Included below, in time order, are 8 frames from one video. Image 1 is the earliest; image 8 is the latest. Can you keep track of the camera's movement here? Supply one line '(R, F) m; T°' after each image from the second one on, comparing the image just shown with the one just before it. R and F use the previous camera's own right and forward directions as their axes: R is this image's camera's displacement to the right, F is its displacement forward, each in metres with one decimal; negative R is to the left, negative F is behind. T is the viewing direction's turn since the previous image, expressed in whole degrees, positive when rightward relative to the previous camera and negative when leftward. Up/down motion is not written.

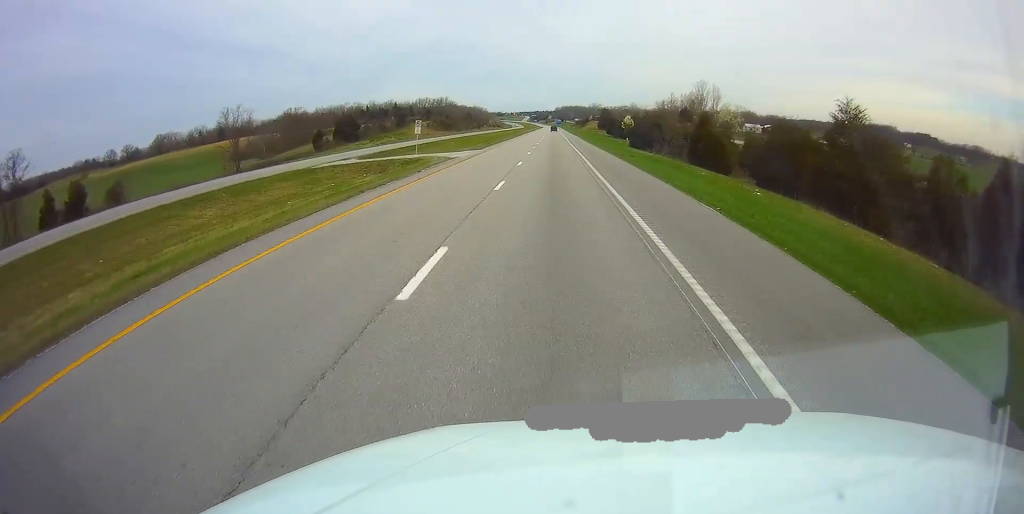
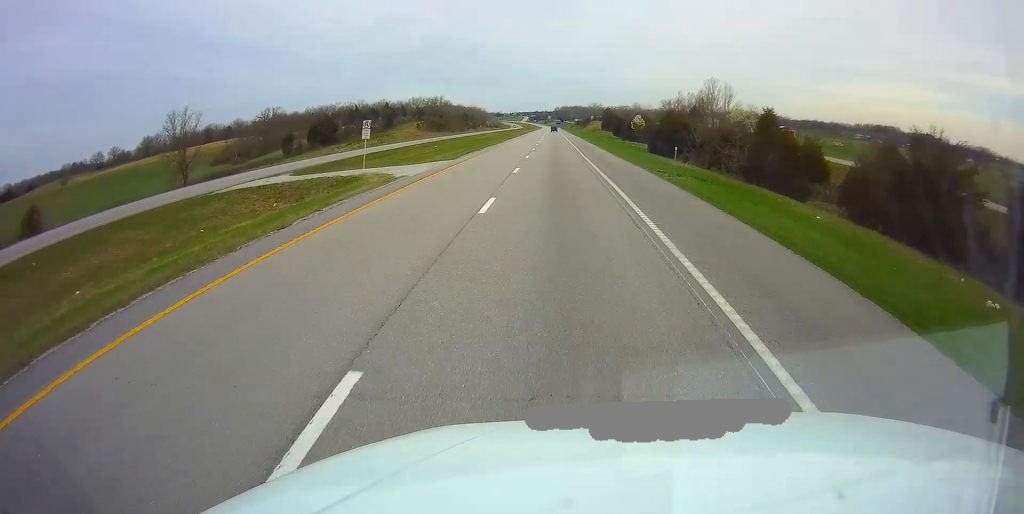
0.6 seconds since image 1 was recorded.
(+0.1, +16.9) m; 0°
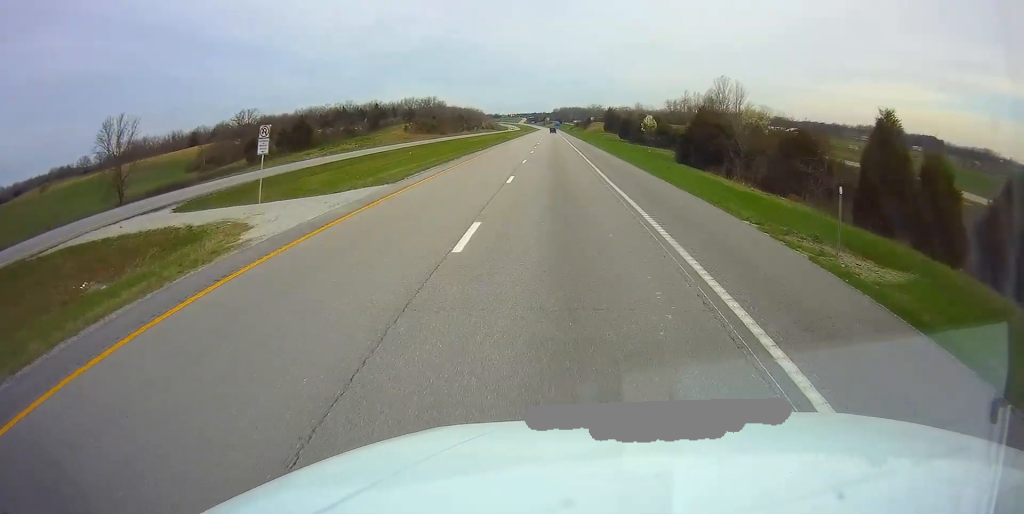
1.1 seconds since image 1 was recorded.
(+0.1, +16.0) m; 0°
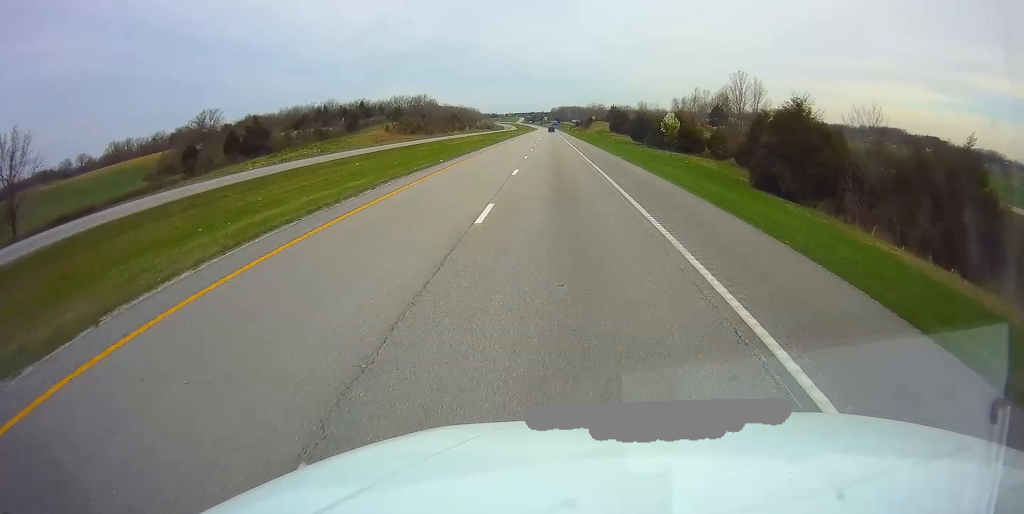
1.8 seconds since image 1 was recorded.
(0.0, +21.2) m; 0°
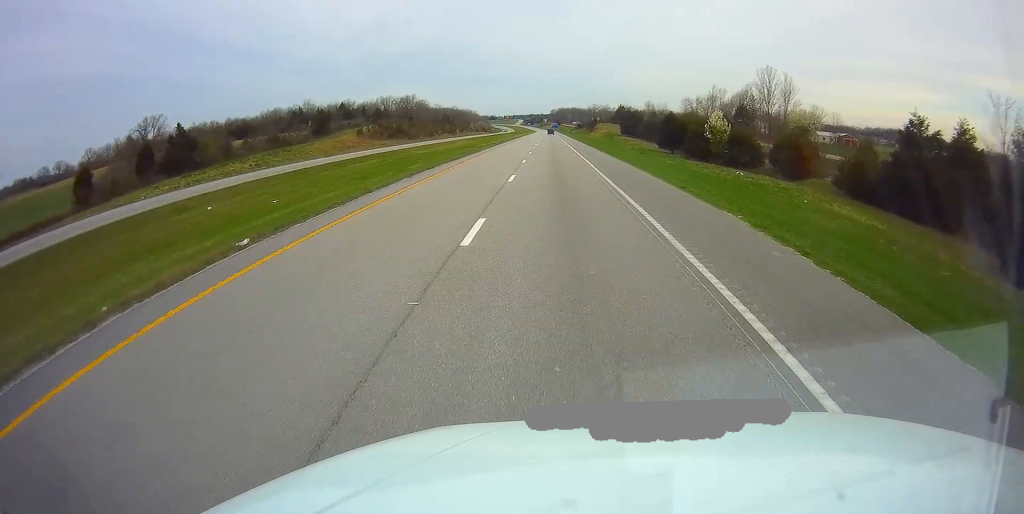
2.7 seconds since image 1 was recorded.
(0.0, +26.4) m; 0°
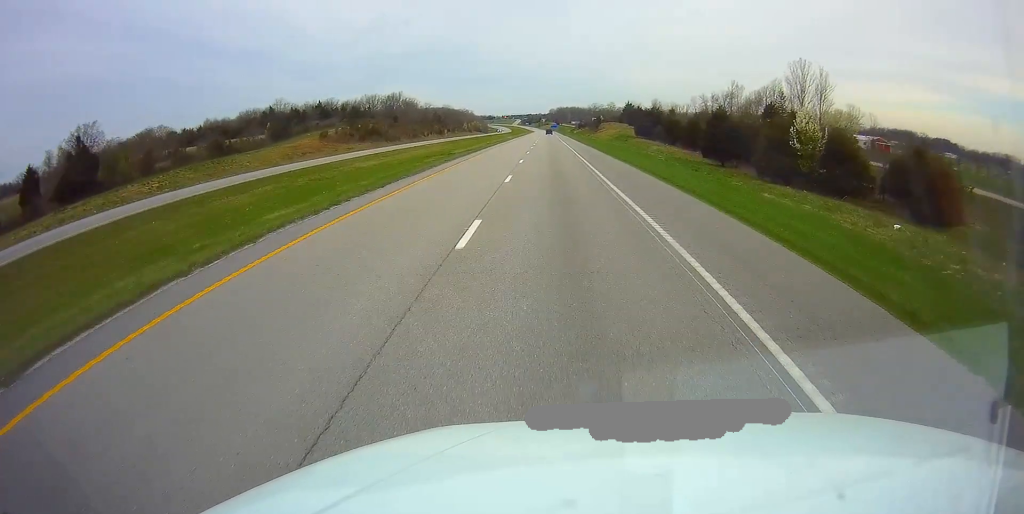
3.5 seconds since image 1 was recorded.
(0.0, +24.4) m; 0°
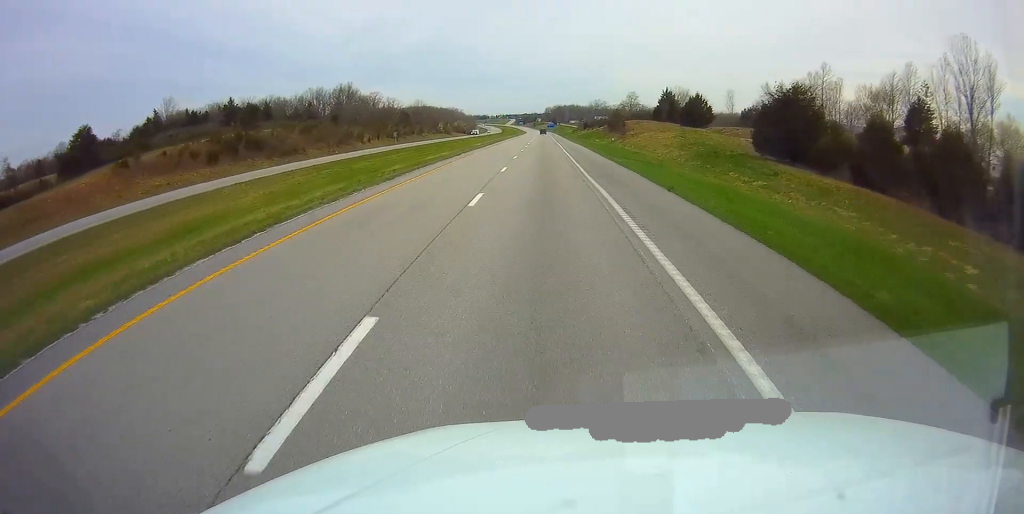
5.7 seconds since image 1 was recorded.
(+0.4, +67.4) m; 0°
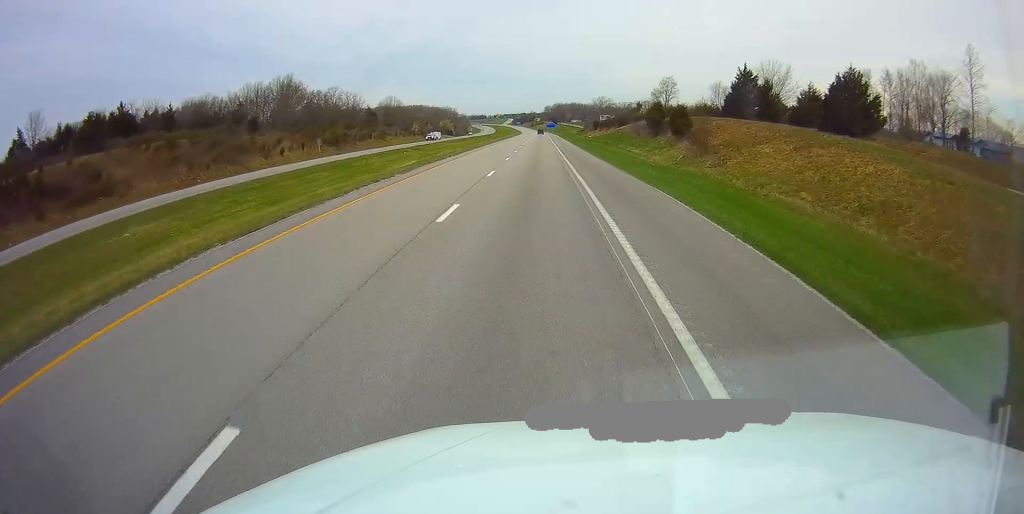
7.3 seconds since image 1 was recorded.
(-0.2, +51.2) m; 0°
